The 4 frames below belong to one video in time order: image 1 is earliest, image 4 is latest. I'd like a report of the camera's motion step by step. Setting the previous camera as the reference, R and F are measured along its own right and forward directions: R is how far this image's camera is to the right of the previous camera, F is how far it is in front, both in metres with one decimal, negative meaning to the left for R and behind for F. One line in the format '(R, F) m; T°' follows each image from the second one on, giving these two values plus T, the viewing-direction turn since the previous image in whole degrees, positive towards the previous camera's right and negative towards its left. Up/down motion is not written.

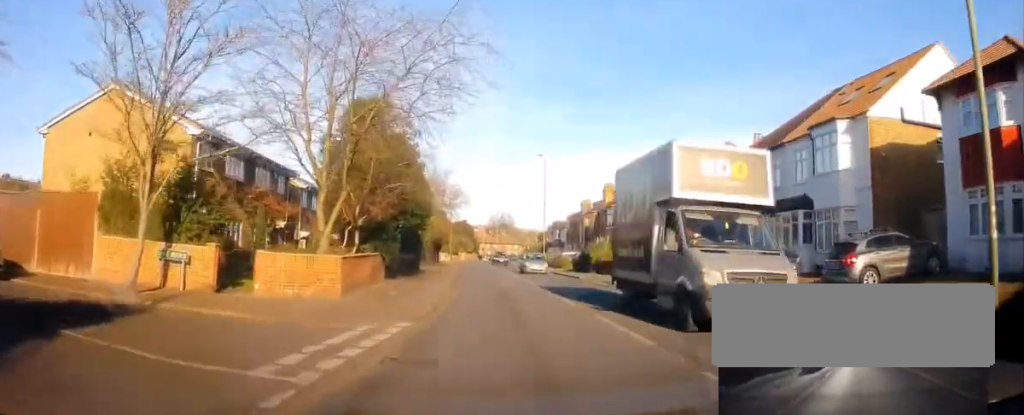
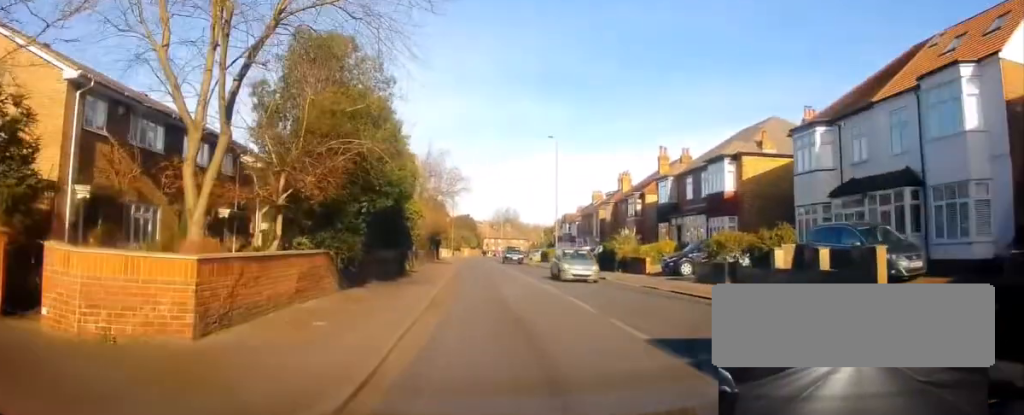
(-0.1, +7.9) m; 0°
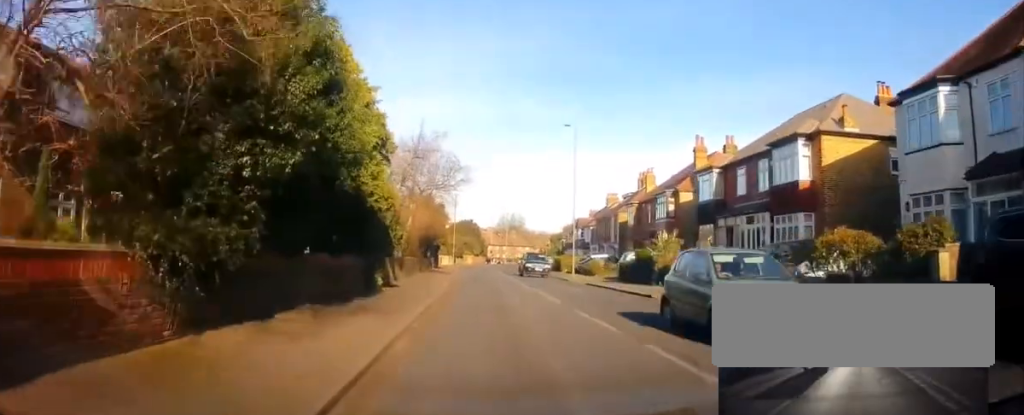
(0.0, +8.0) m; +1°
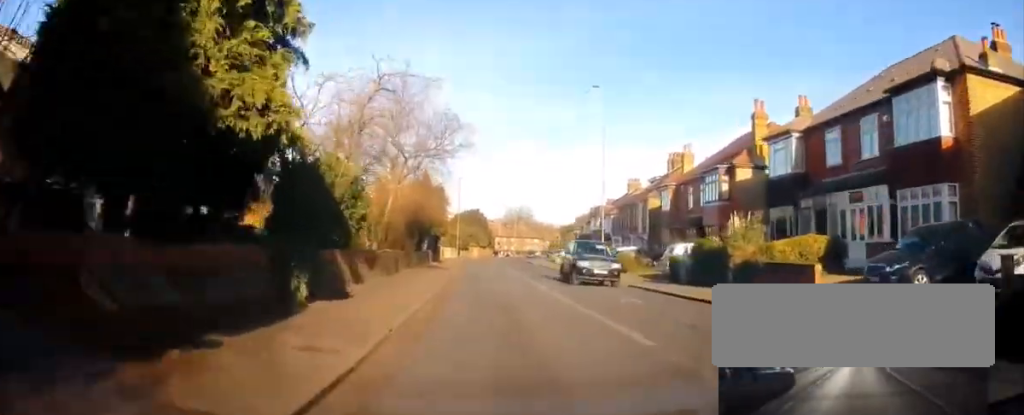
(+0.3, +8.9) m; 0°
